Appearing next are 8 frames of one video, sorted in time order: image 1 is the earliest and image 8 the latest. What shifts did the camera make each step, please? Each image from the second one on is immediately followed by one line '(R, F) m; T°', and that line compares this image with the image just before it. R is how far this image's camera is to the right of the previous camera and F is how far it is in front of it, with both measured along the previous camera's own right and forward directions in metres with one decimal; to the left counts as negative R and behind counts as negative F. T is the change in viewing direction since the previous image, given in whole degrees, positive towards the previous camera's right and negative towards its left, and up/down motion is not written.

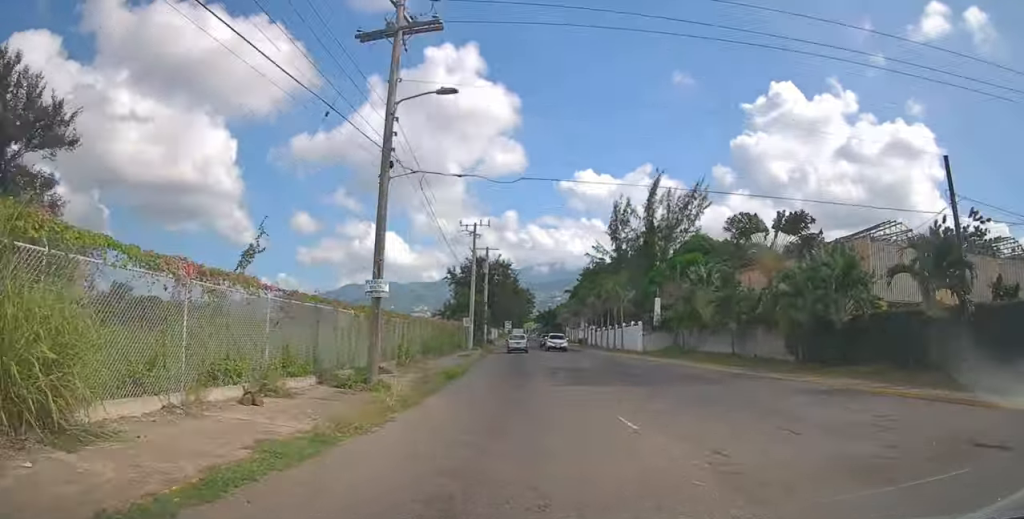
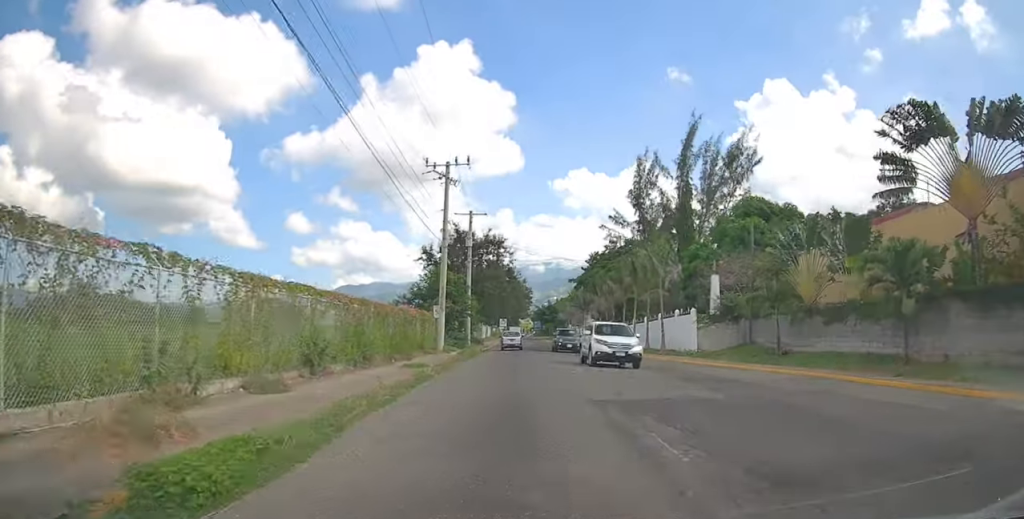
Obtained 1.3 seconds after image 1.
(-0.3, +16.1) m; 0°
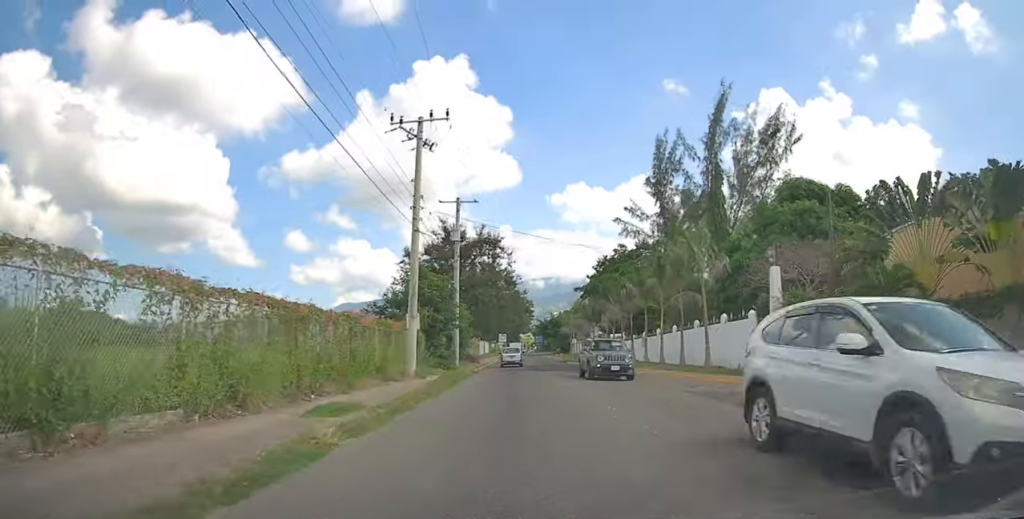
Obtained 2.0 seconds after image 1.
(+0.3, +8.6) m; 0°
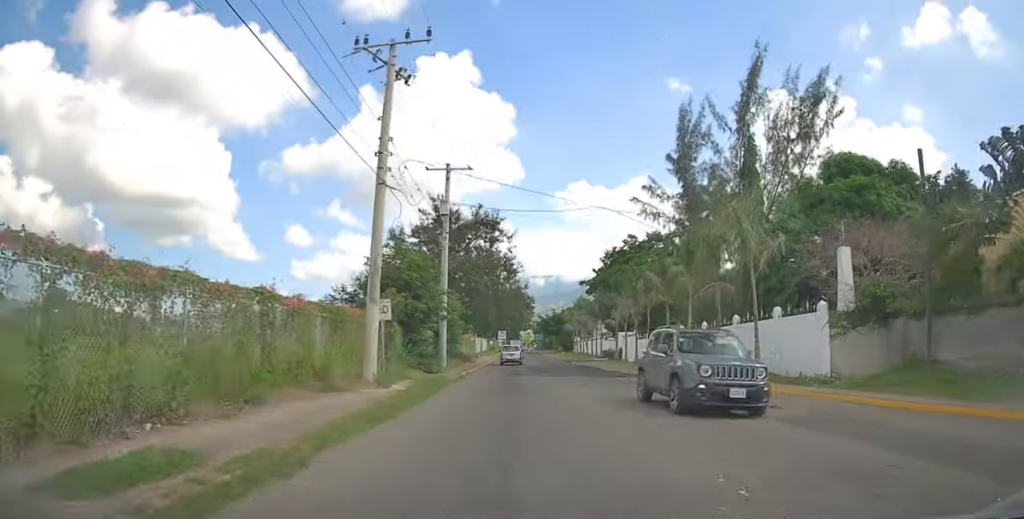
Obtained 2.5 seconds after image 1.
(0.0, +6.2) m; 0°
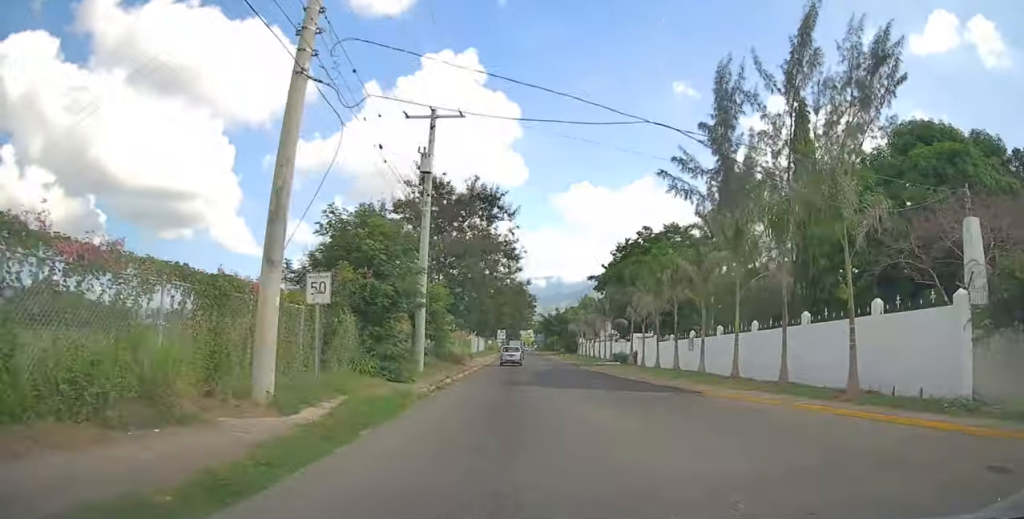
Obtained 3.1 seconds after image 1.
(-0.1, +7.0) m; -1°
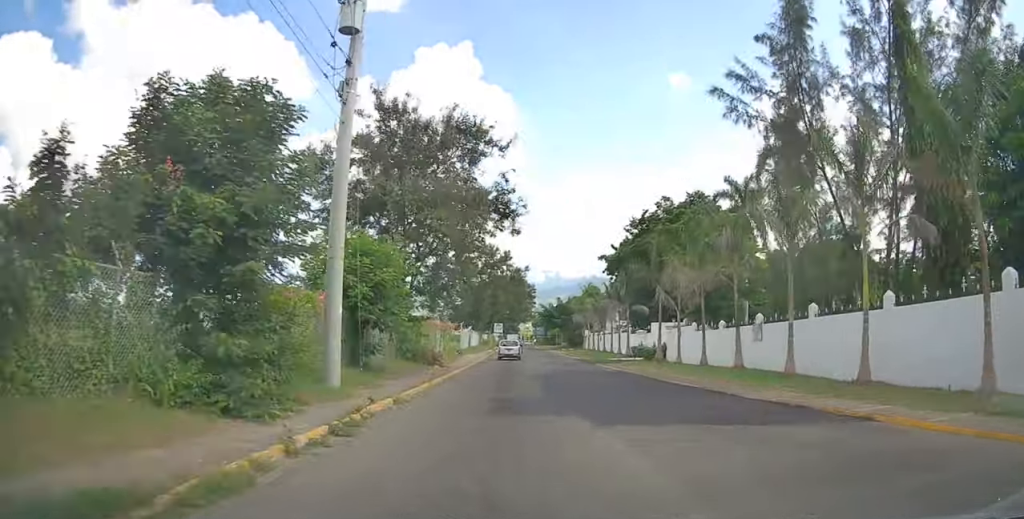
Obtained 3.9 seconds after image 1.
(0.0, +10.1) m; 0°
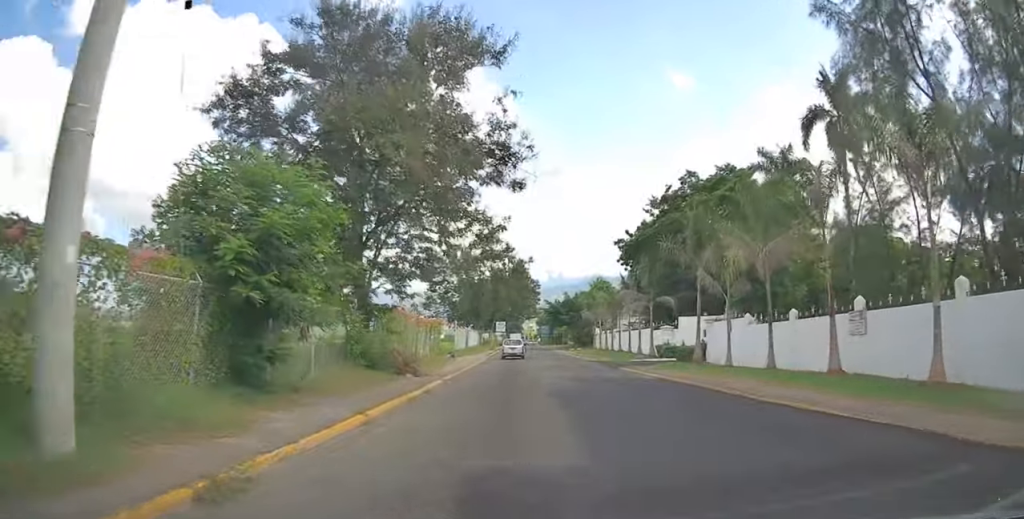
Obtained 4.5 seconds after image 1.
(0.0, +7.6) m; +1°
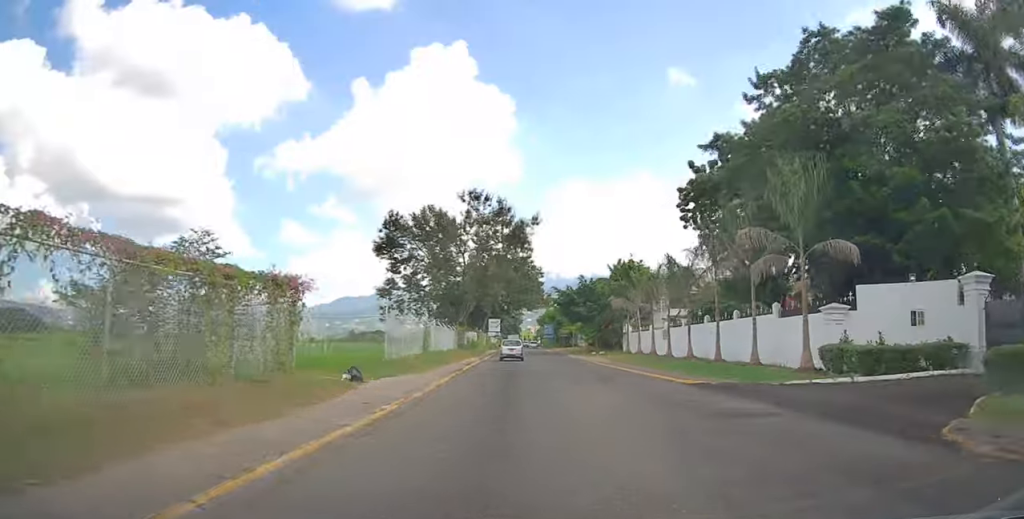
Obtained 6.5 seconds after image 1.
(+0.5, +23.4) m; +1°
